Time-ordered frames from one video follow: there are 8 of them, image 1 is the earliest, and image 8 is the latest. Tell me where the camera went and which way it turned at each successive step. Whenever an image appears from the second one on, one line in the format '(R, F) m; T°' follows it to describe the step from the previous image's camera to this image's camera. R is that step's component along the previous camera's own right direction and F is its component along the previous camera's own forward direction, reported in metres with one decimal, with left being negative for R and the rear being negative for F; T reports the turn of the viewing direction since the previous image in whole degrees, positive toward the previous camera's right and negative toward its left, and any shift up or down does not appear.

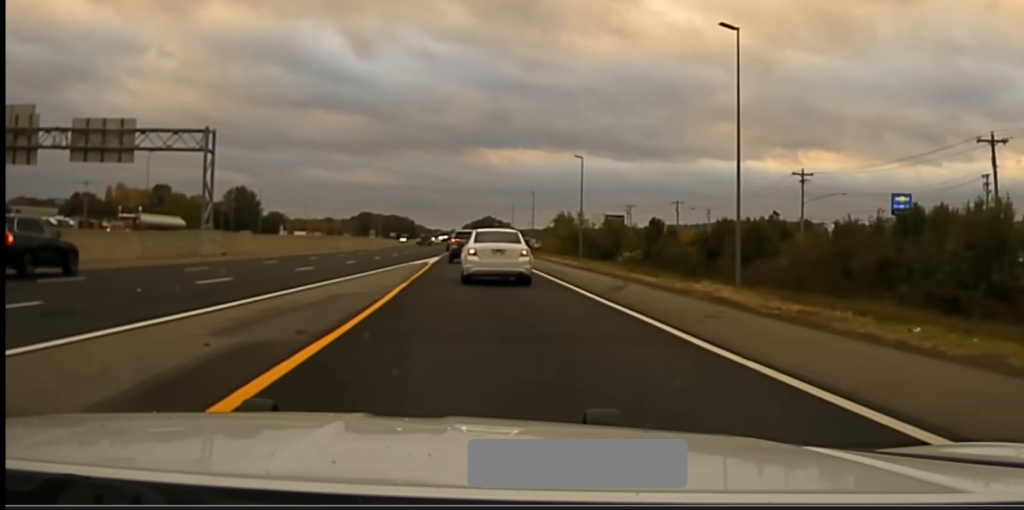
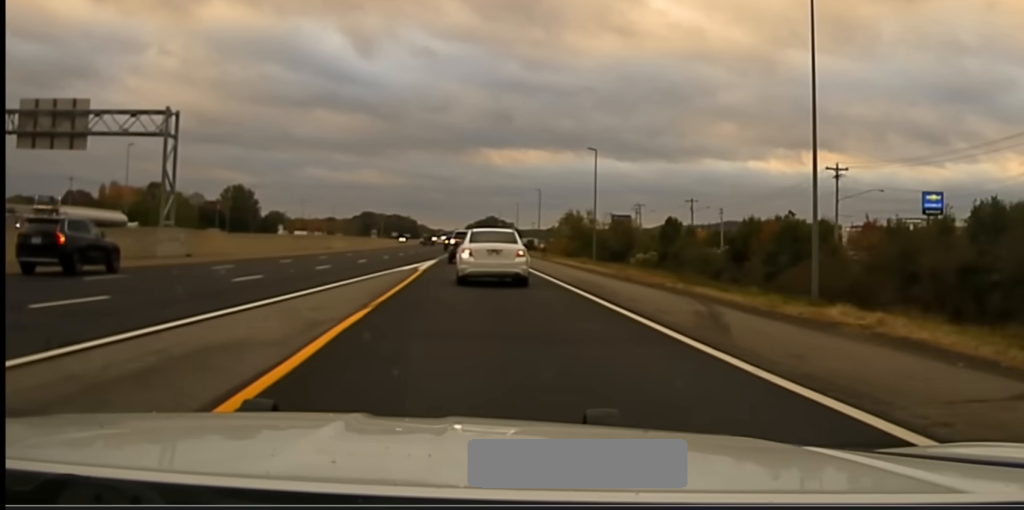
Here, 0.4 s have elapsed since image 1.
(0.0, +9.5) m; 0°
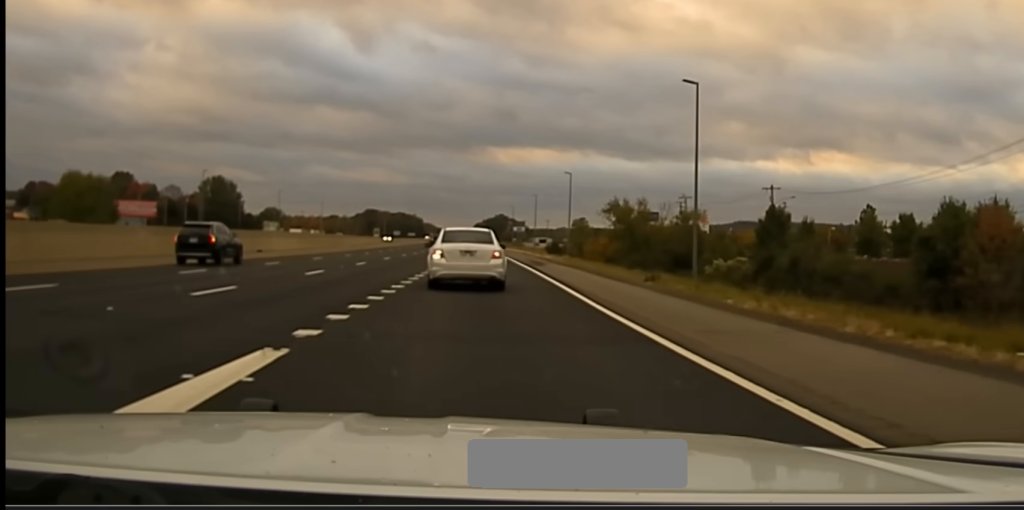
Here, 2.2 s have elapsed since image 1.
(0.0, +48.0) m; 0°
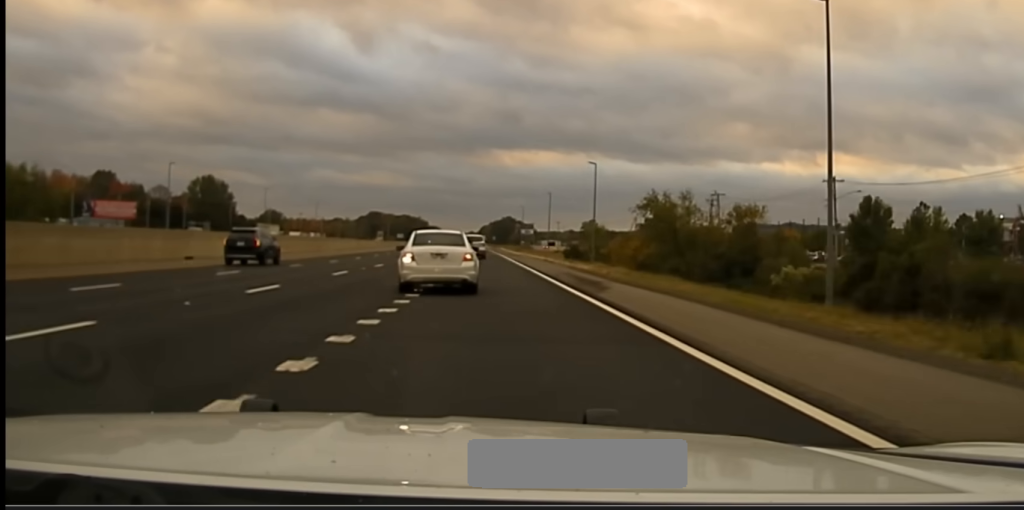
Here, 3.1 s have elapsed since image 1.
(0.0, +24.1) m; -1°
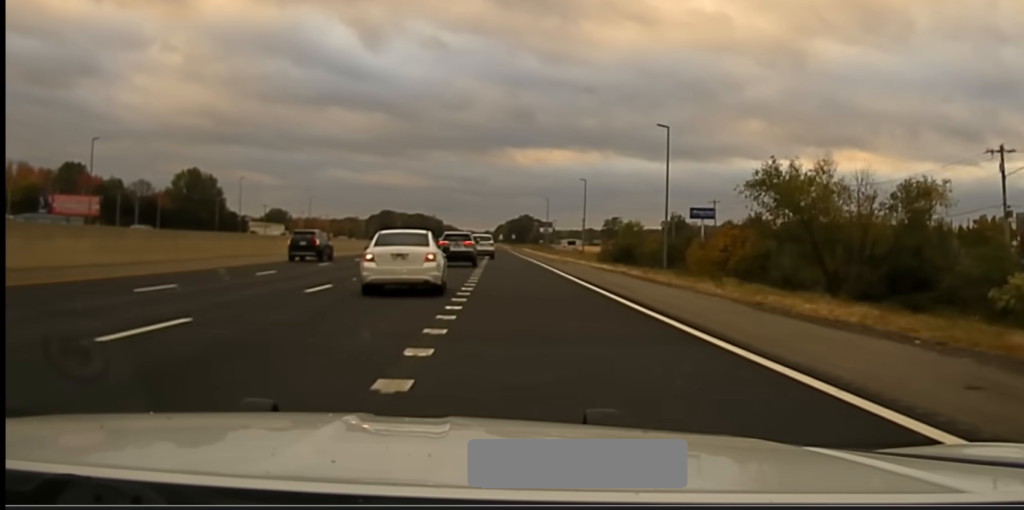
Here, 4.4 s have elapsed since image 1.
(-0.7, +36.2) m; -1°
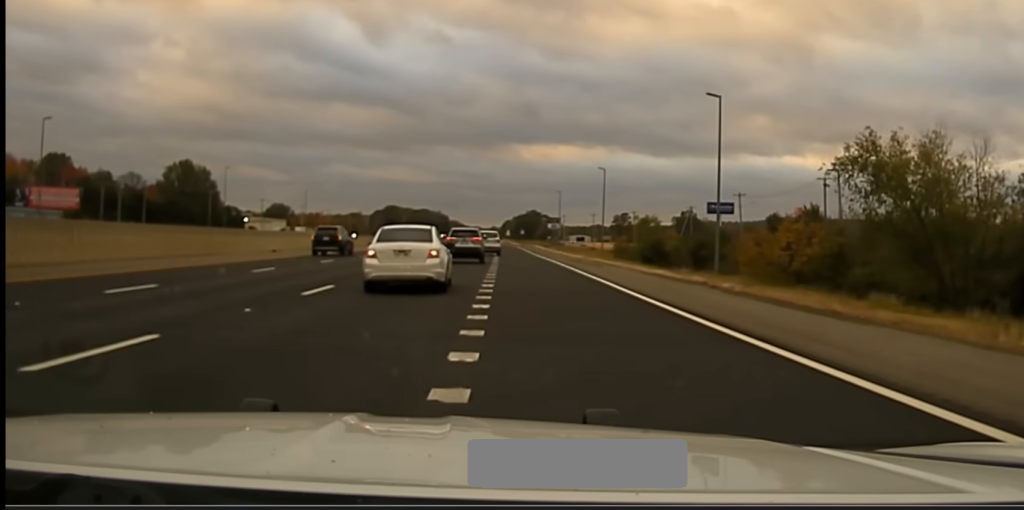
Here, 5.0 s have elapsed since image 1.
(+0.2, +15.8) m; 0°
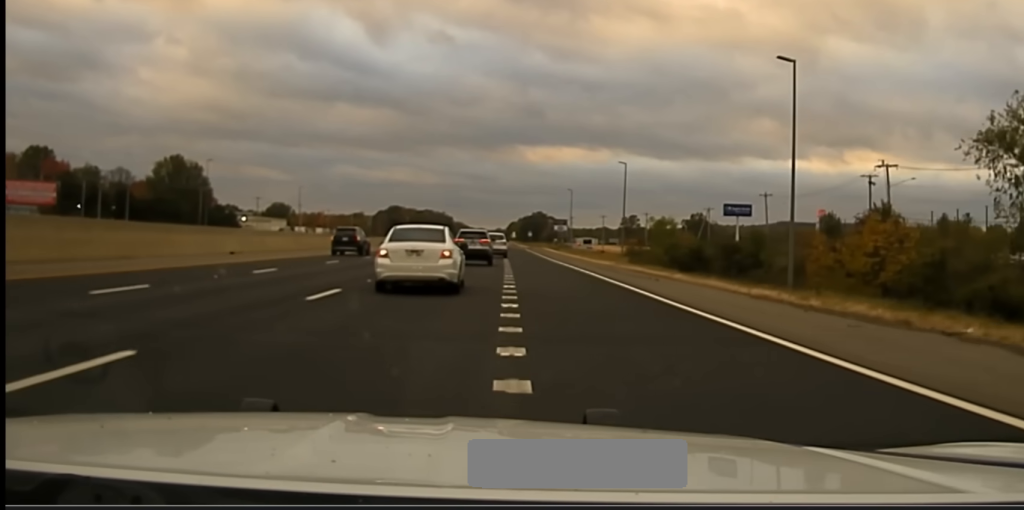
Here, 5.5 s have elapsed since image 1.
(+0.1, +13.5) m; 0°
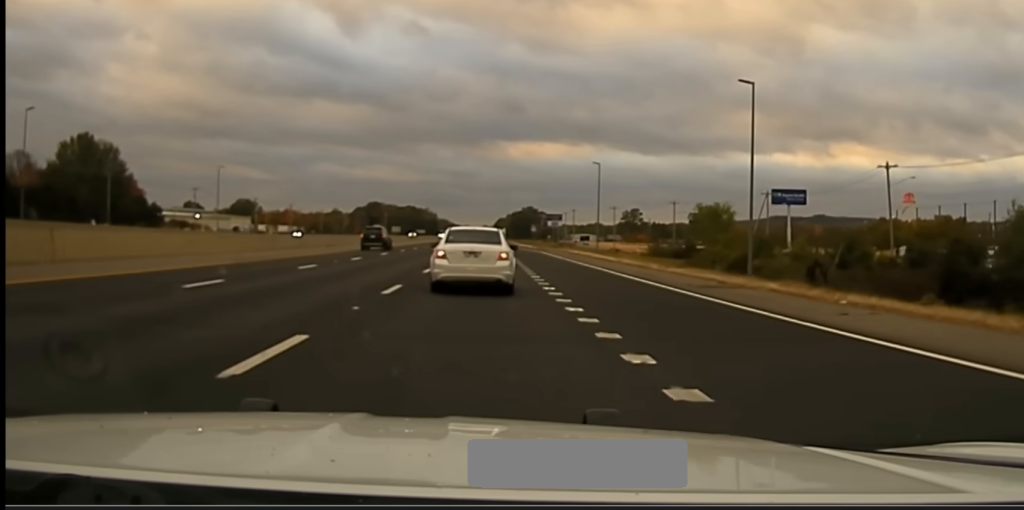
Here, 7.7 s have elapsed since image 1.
(-0.1, +53.3) m; +1°
